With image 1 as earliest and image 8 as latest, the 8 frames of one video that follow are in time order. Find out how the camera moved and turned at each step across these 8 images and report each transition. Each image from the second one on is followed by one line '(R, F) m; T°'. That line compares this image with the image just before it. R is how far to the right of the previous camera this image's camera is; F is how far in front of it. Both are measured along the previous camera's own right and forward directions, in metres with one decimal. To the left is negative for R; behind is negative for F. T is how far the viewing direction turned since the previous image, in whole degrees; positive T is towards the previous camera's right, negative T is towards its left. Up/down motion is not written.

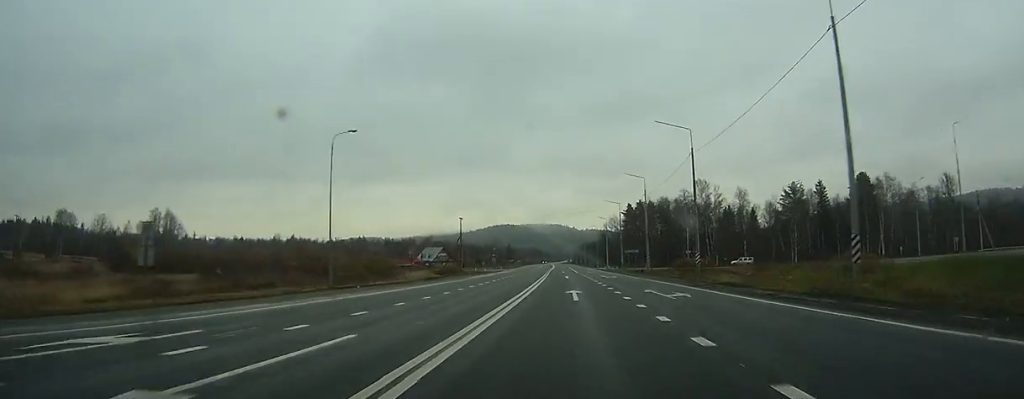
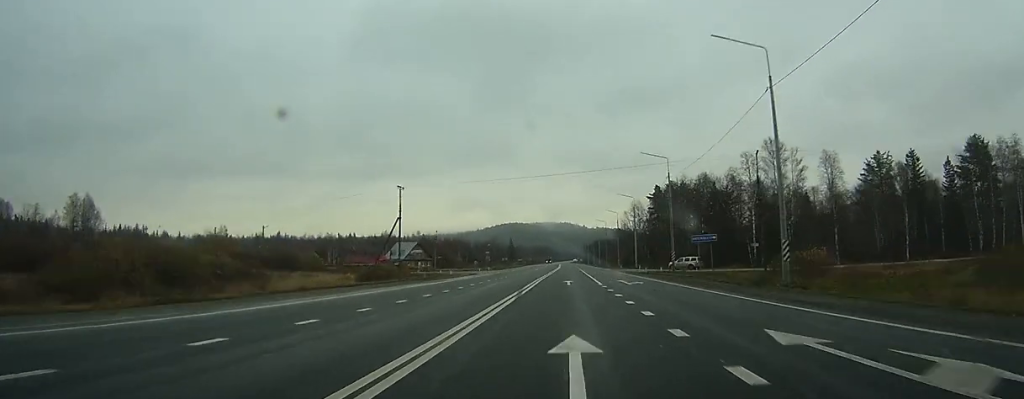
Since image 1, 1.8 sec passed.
(-0.3, +44.1) m; -1°
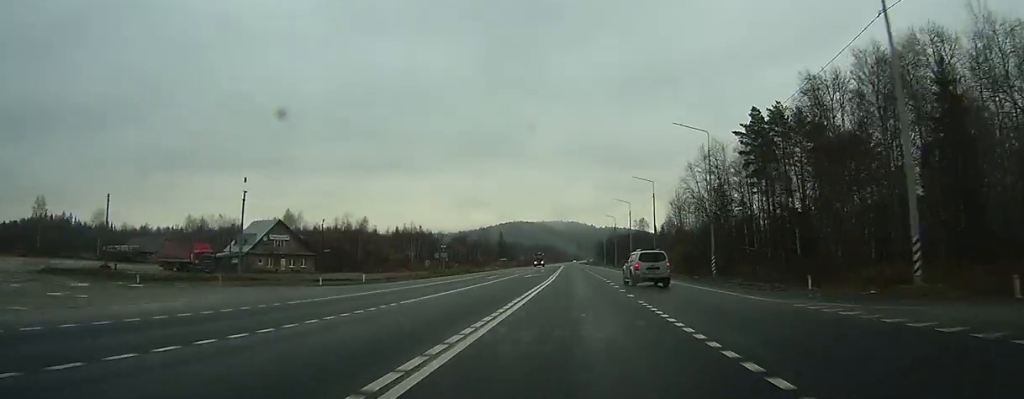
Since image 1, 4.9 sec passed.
(-0.7, +83.5) m; -1°
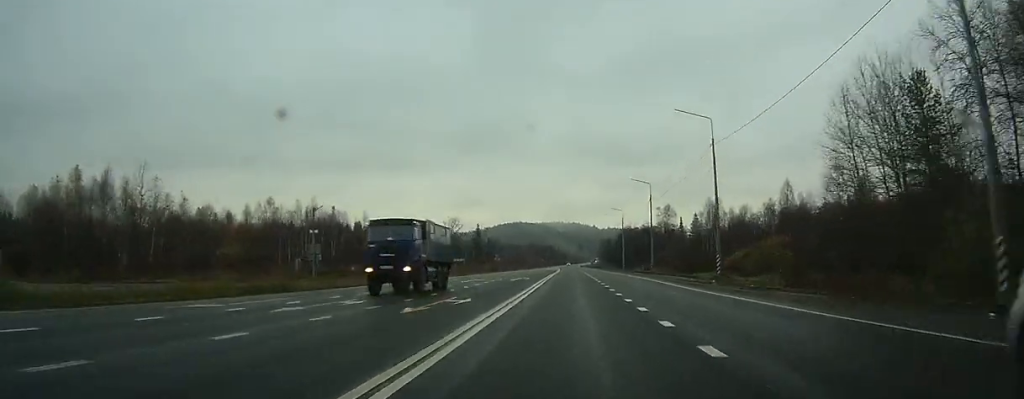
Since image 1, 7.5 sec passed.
(-0.1, +70.3) m; 0°
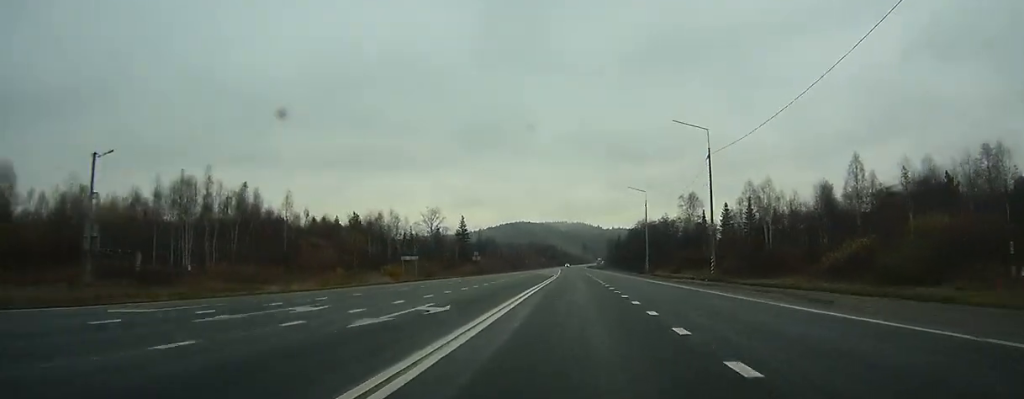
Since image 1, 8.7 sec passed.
(-0.1, +34.6) m; 0°
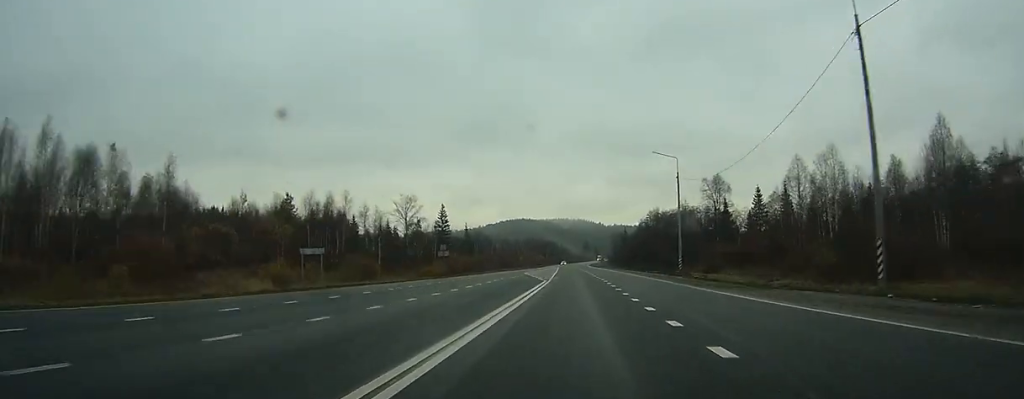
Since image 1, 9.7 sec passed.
(-0.1, +26.6) m; 0°
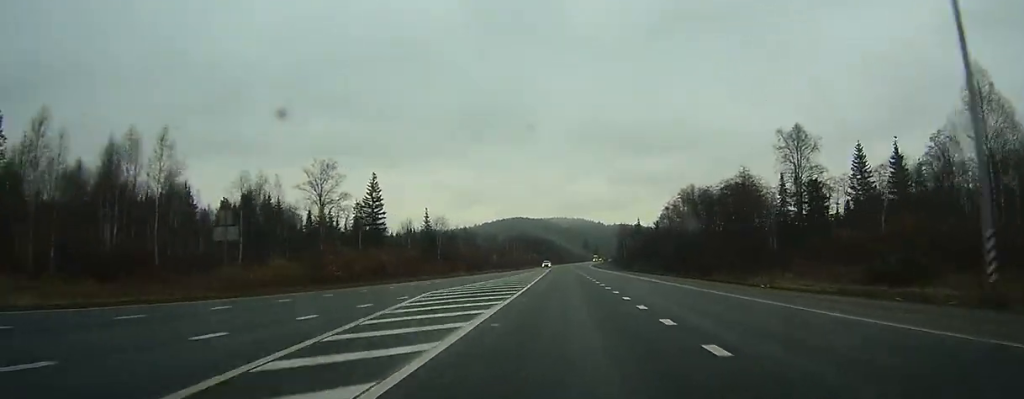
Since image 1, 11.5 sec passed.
(+0.1, +47.2) m; 0°
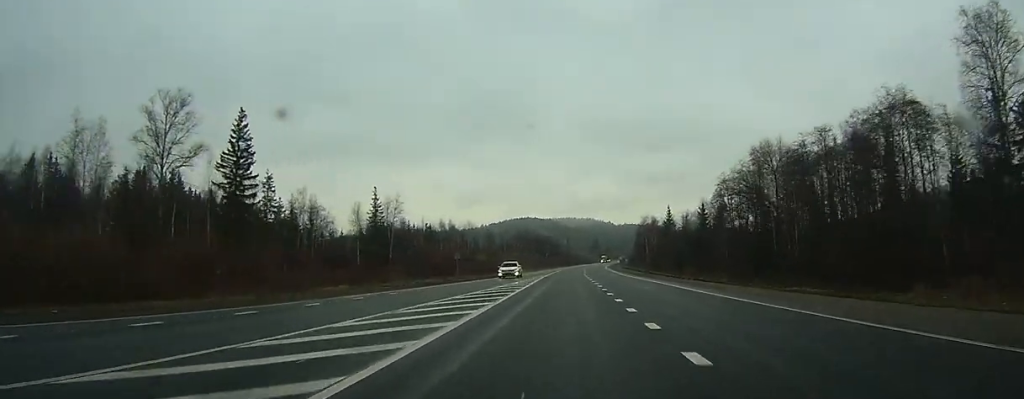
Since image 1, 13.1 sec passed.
(+0.3, +39.4) m; 0°
